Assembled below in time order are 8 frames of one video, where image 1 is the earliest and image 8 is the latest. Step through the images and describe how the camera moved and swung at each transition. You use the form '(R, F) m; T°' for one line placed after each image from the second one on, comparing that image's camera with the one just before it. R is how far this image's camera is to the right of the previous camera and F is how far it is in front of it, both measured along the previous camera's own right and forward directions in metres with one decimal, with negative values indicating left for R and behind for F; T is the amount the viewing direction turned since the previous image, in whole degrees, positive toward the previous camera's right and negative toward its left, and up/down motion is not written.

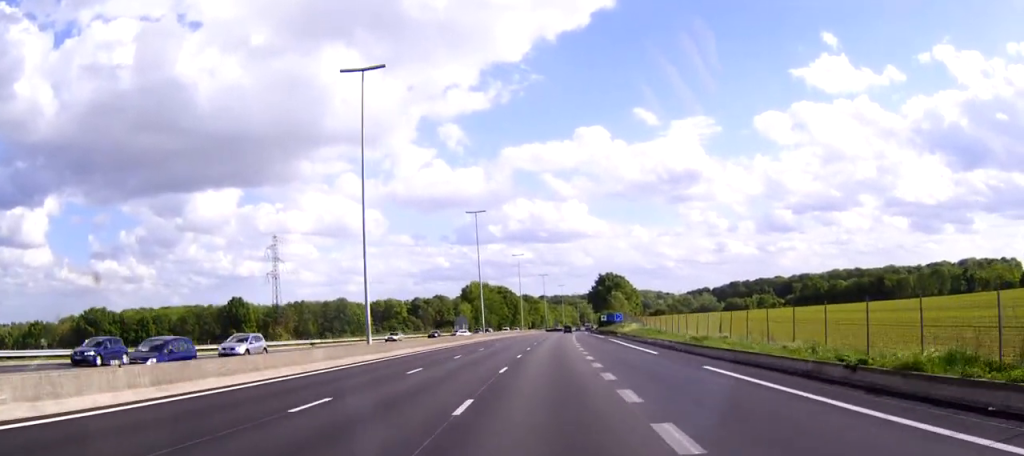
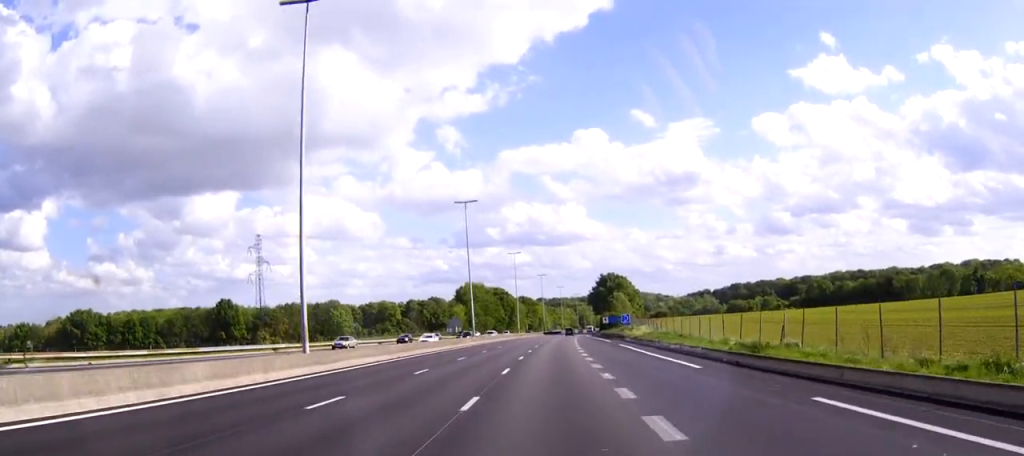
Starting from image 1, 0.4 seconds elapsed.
(0.0, +11.7) m; 0°
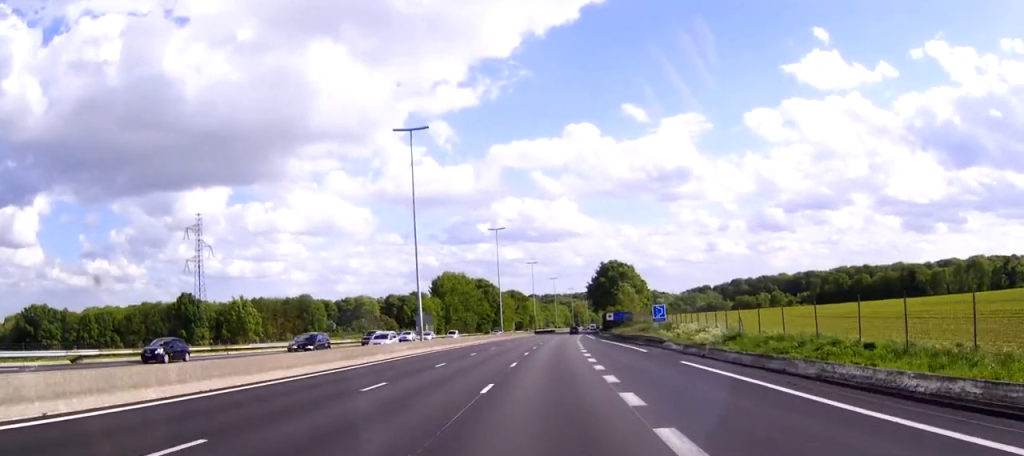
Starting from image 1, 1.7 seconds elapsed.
(+0.2, +34.1) m; +1°
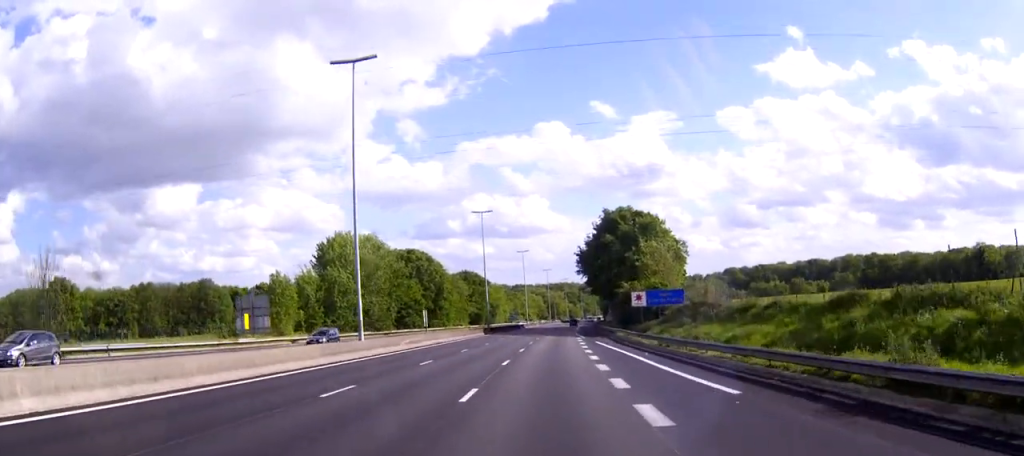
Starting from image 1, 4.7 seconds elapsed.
(+1.3, +81.4) m; +2°
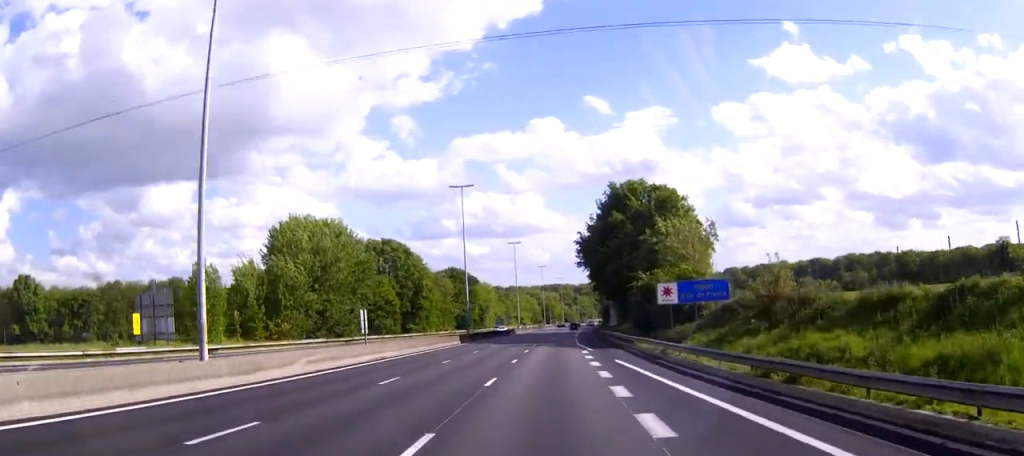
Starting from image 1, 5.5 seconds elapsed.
(+0.1, +19.7) m; +1°
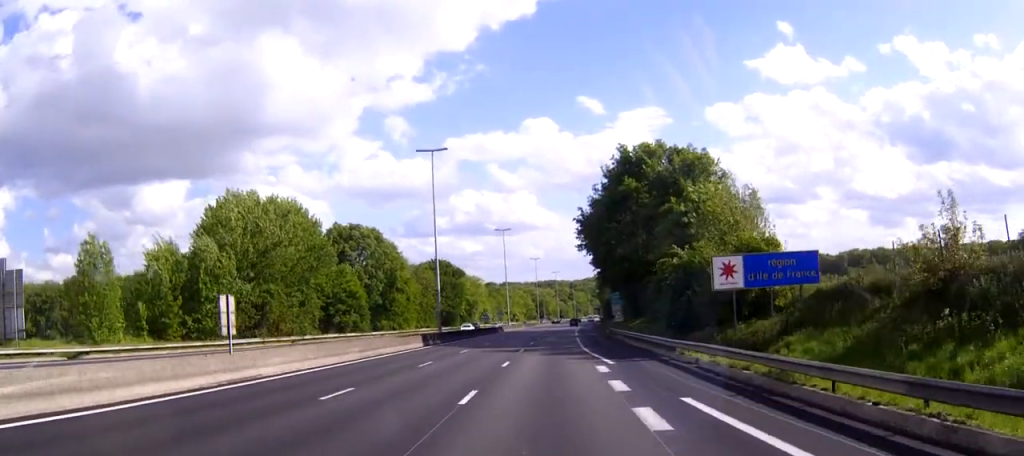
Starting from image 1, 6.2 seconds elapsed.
(+0.1, +18.9) m; 0°
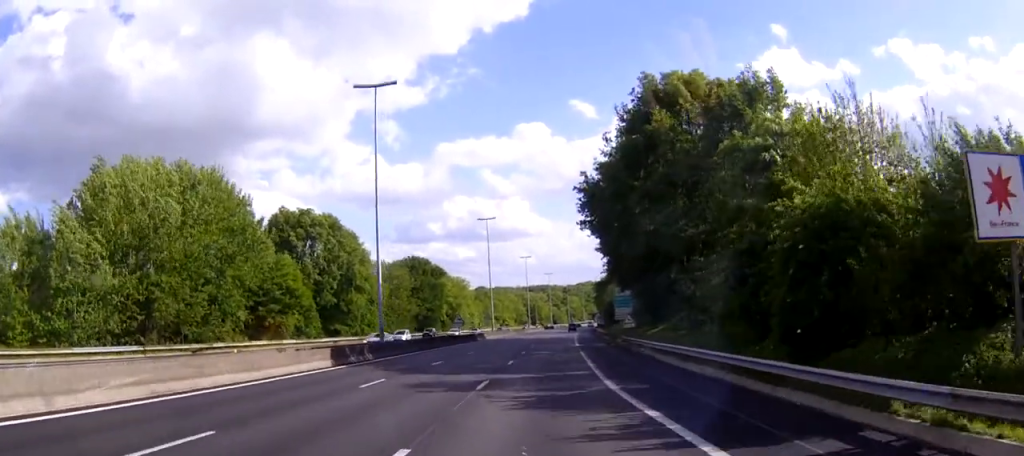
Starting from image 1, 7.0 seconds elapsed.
(+0.1, +21.7) m; 0°
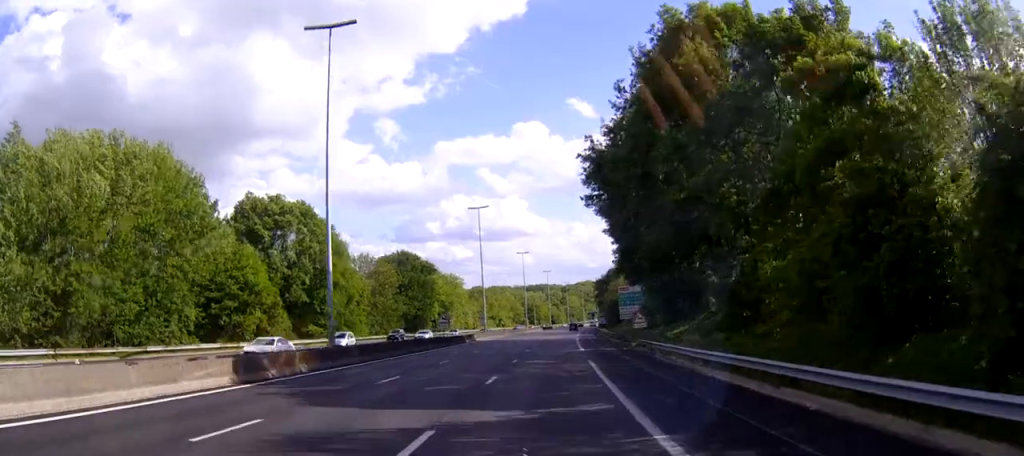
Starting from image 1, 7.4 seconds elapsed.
(0.0, +10.8) m; 0°
